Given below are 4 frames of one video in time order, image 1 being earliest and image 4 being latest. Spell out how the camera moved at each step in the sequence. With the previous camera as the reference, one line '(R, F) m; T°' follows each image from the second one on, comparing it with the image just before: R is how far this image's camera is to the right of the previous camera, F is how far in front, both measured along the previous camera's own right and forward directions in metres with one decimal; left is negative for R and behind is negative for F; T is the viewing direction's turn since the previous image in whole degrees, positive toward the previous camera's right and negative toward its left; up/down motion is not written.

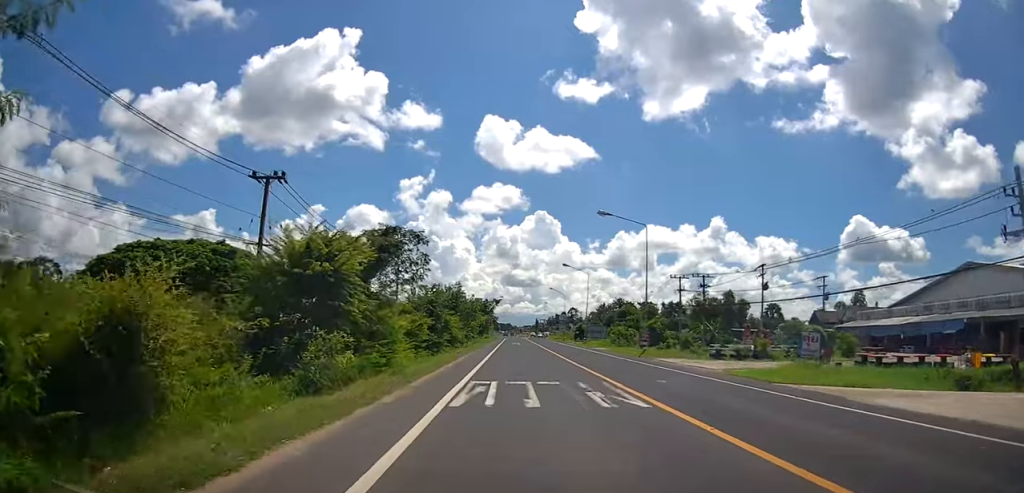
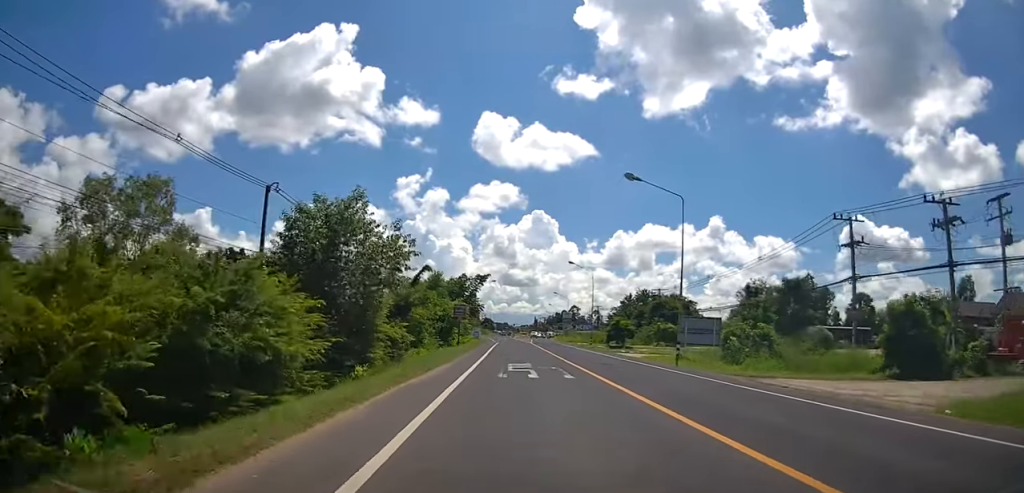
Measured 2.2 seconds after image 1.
(-0.5, +39.1) m; -1°
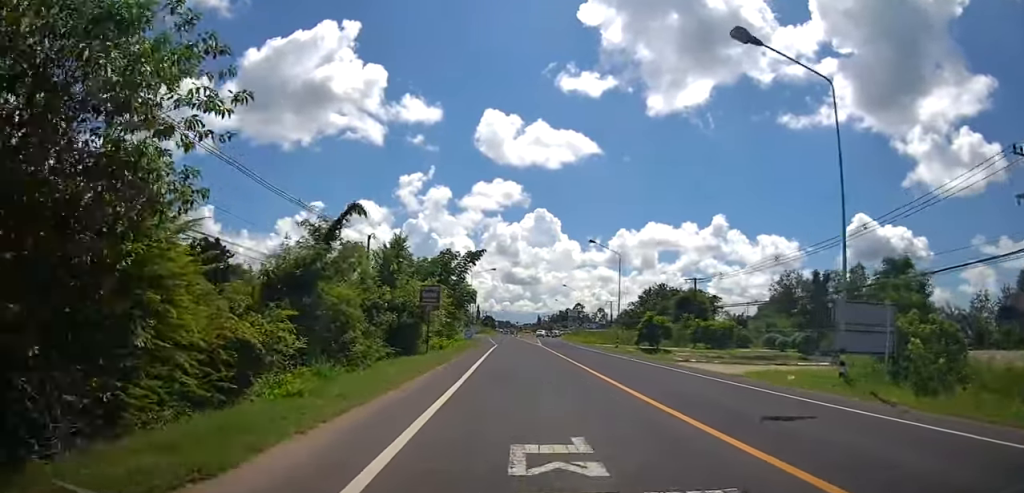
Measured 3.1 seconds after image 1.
(-0.4, +15.1) m; 0°
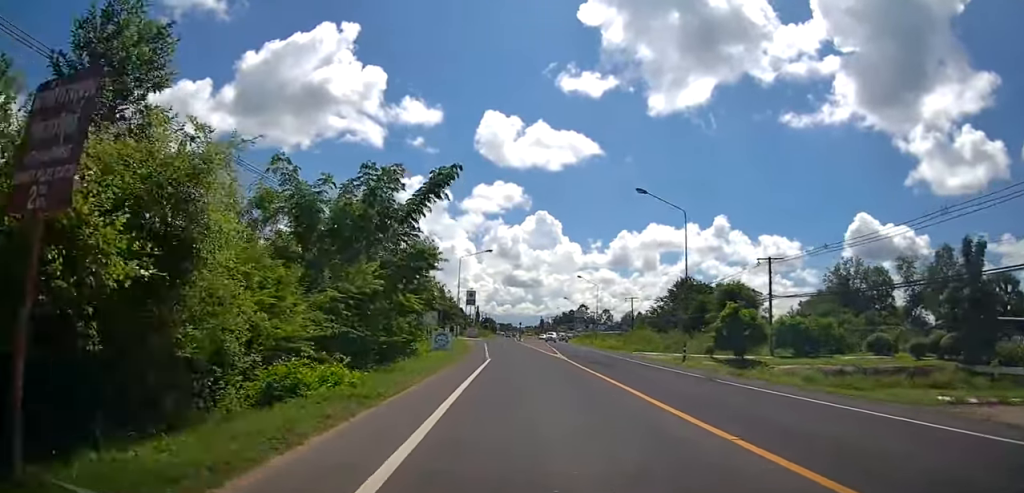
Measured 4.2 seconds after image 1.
(+0.4, +19.6) m; 0°
